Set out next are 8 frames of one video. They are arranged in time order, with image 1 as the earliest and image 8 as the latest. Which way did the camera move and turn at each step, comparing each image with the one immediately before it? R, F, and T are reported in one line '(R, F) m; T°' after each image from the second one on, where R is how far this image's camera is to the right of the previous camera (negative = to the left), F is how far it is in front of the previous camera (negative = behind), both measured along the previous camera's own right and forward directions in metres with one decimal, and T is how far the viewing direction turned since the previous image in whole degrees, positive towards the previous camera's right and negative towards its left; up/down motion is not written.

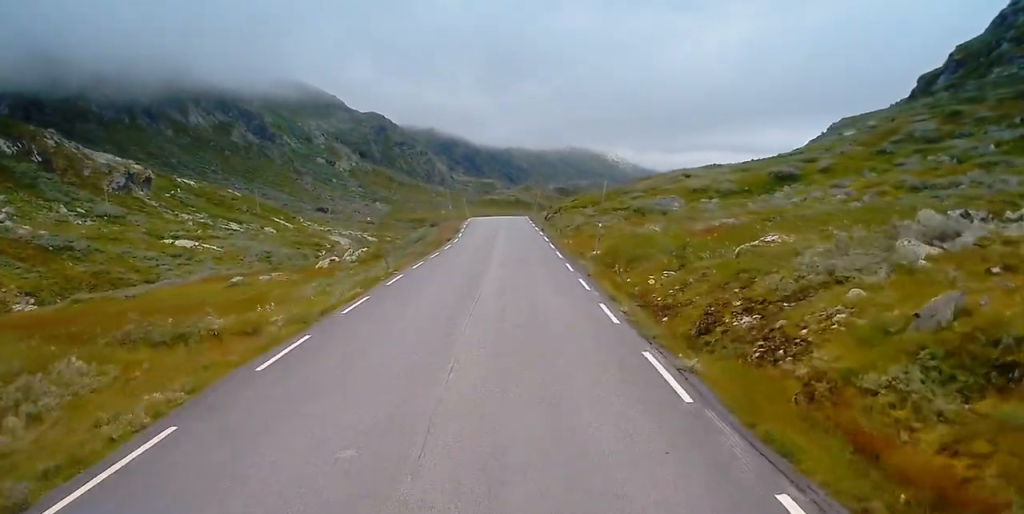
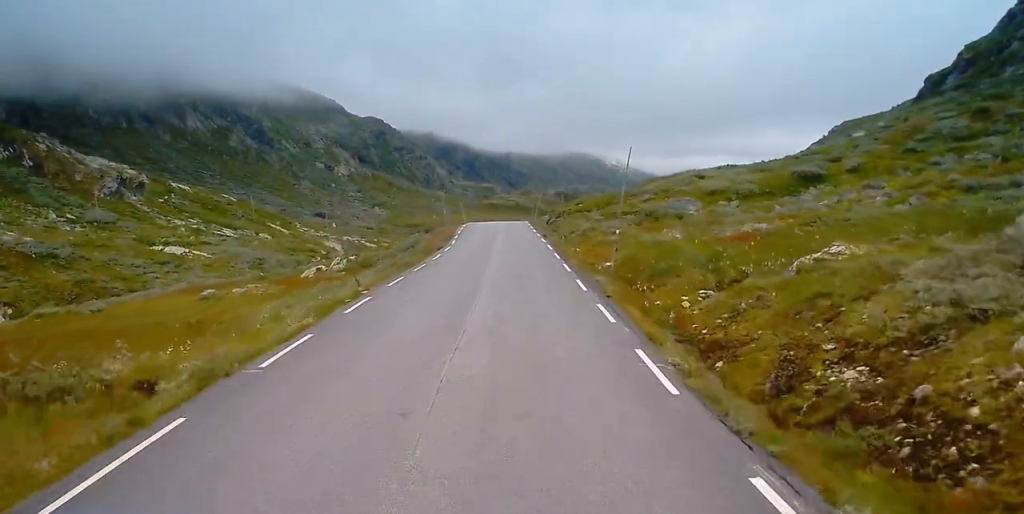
(0.0, +5.7) m; 0°
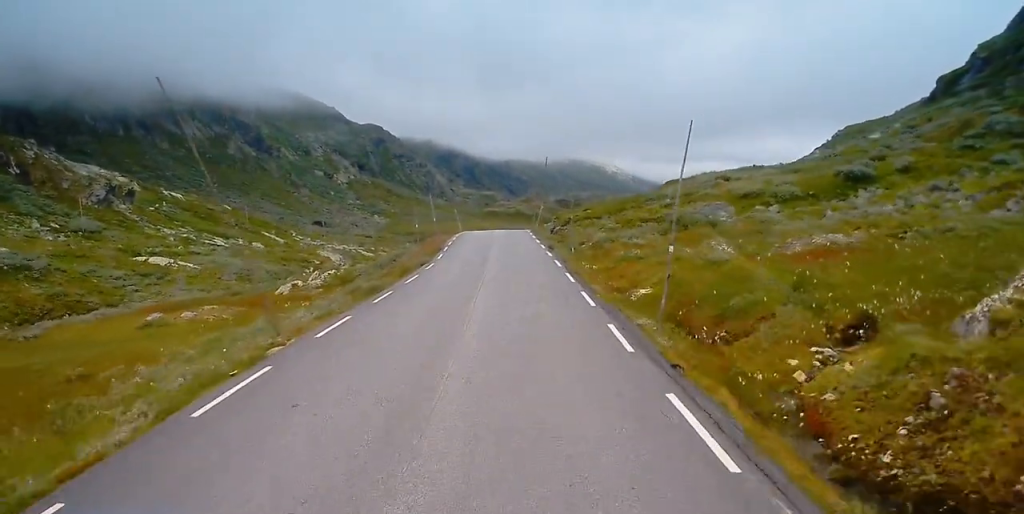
(0.0, +8.7) m; 0°
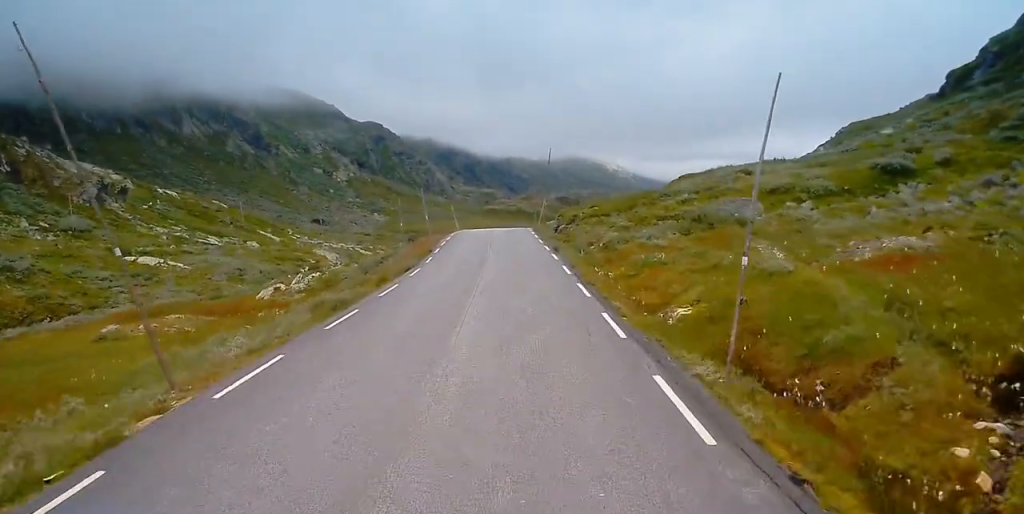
(0.0, +5.3) m; 0°
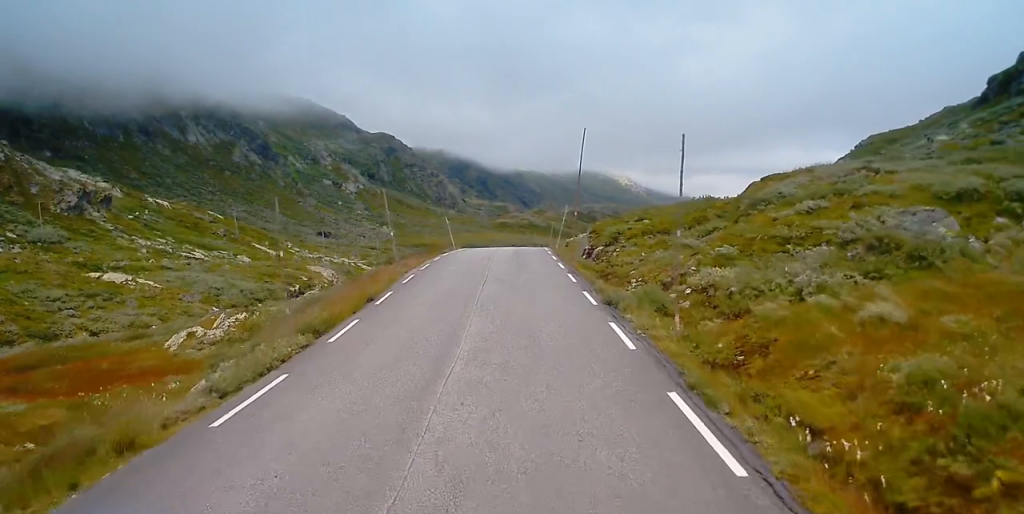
(-0.4, +18.7) m; -3°
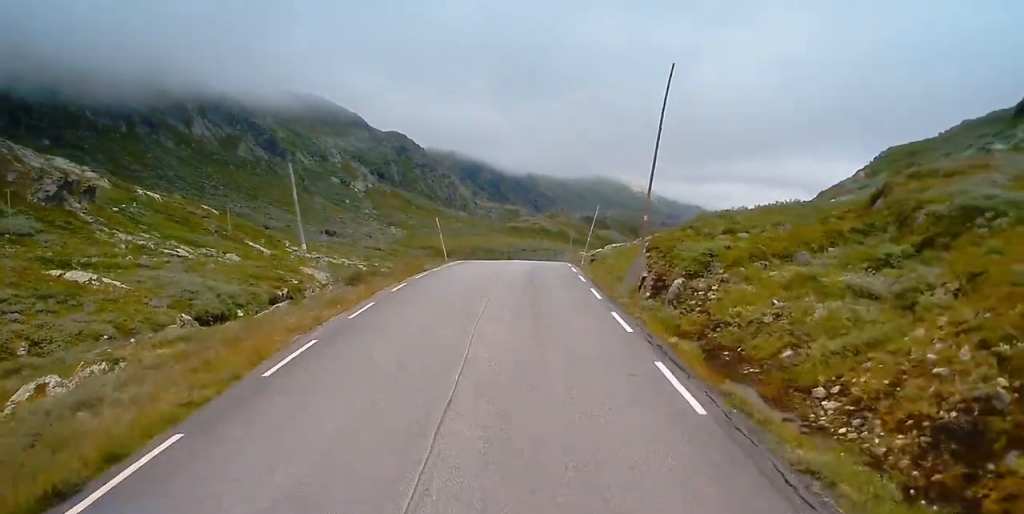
(0.0, +15.4) m; +1°
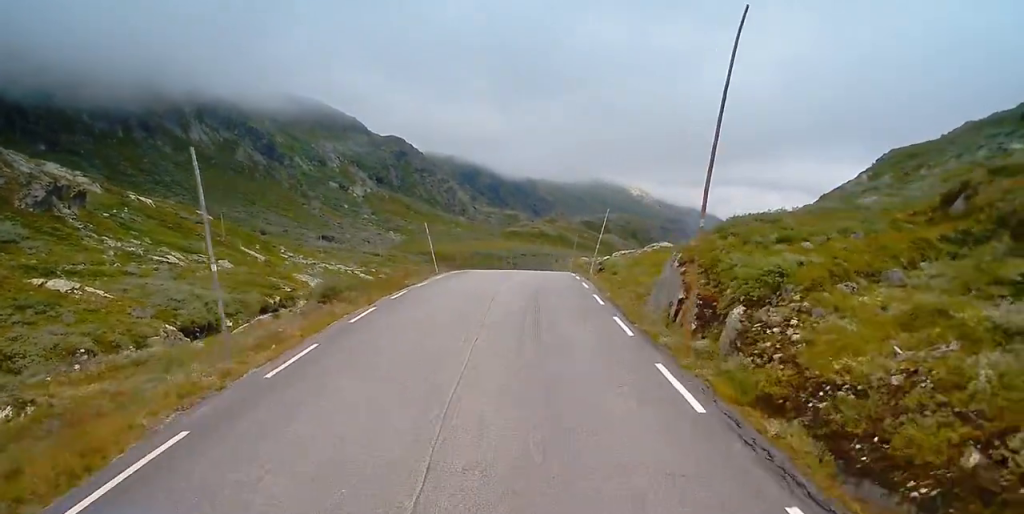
(+0.1, +5.5) m; +1°
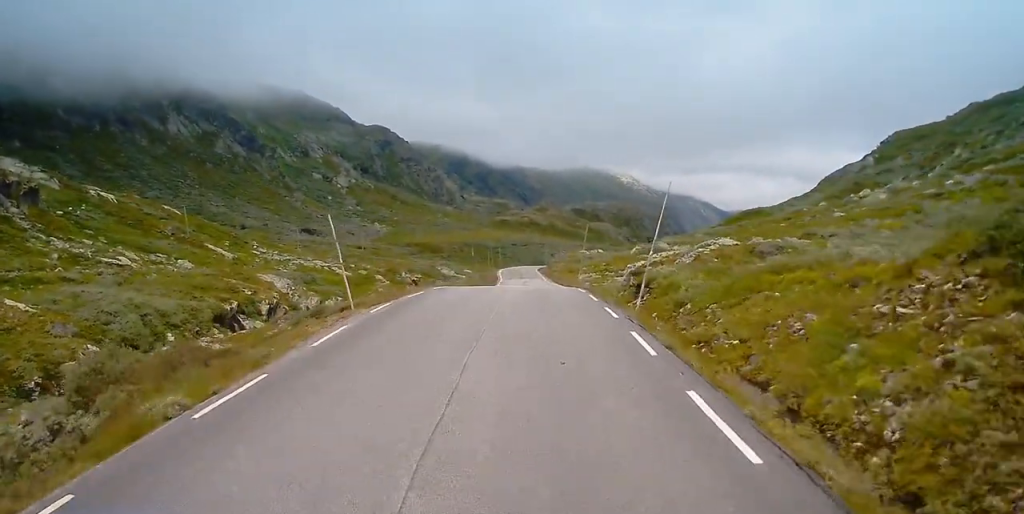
(+0.2, +19.6) m; 0°
